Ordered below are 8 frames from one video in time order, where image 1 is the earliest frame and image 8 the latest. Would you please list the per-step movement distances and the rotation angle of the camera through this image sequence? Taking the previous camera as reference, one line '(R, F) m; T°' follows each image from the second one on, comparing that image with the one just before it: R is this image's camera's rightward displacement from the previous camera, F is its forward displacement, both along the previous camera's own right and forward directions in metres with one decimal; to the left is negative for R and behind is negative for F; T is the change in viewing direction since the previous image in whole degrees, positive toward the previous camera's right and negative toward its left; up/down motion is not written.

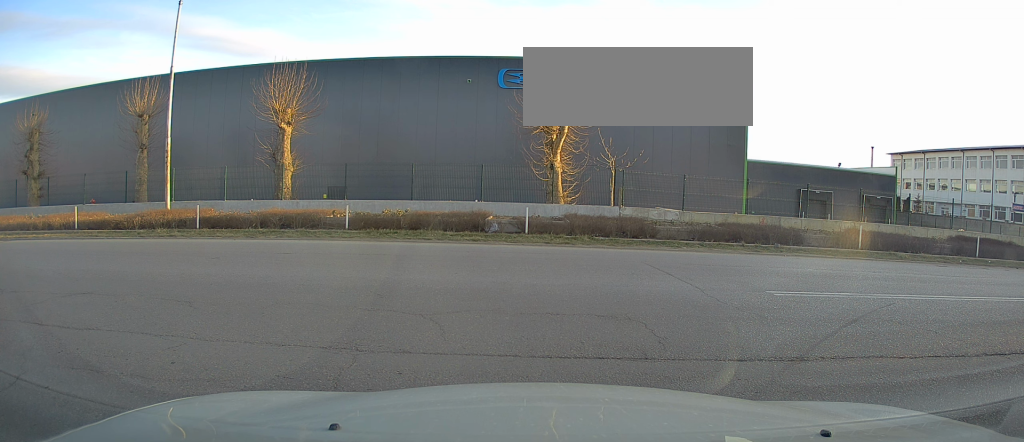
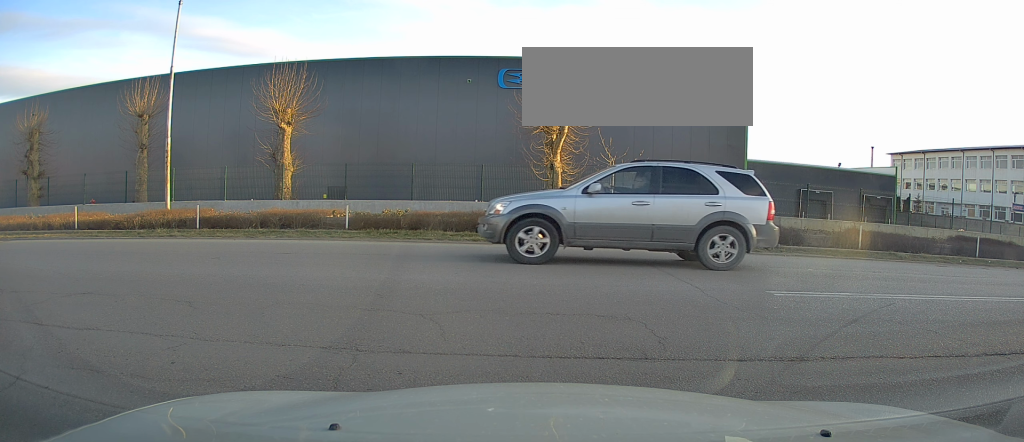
(0.0, 0.0) m; 0°
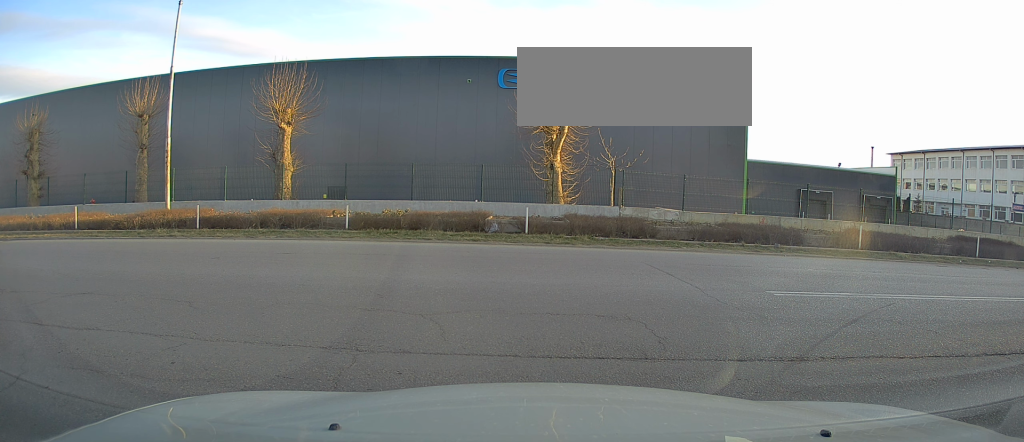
(0.0, 0.0) m; 0°
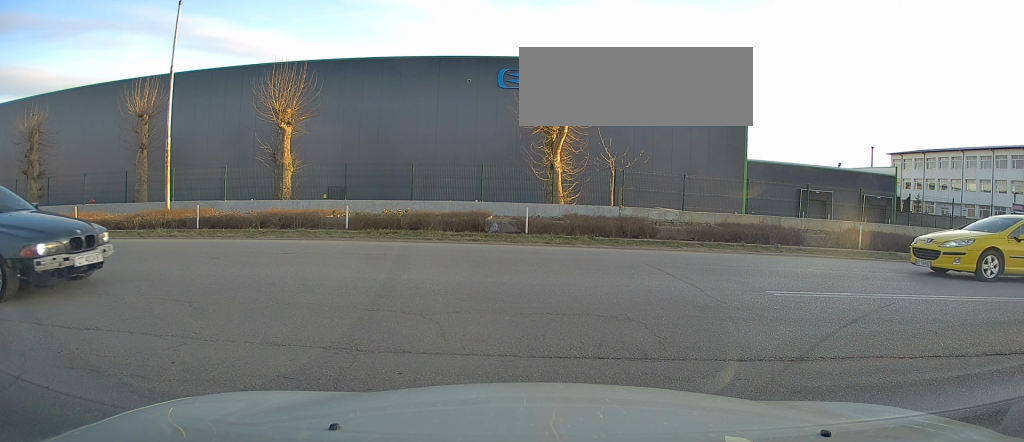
(0.0, 0.0) m; 0°
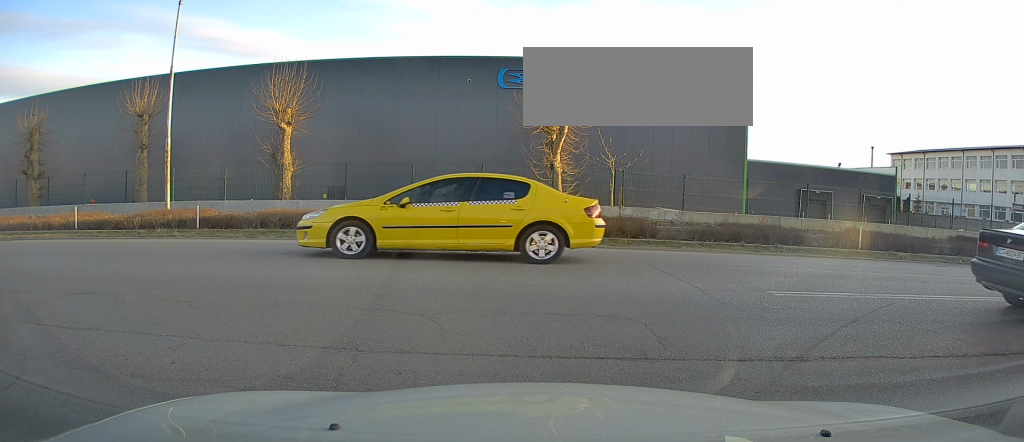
(0.0, 0.0) m; 0°
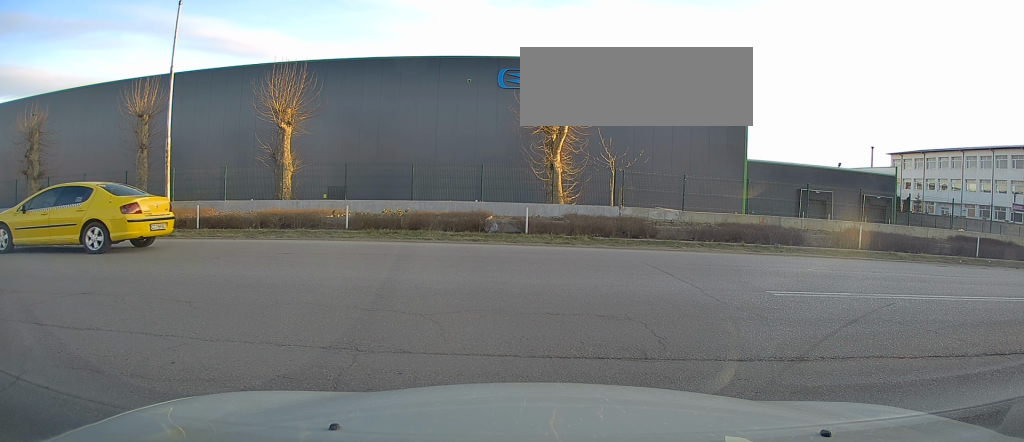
(0.0, 0.0) m; 0°
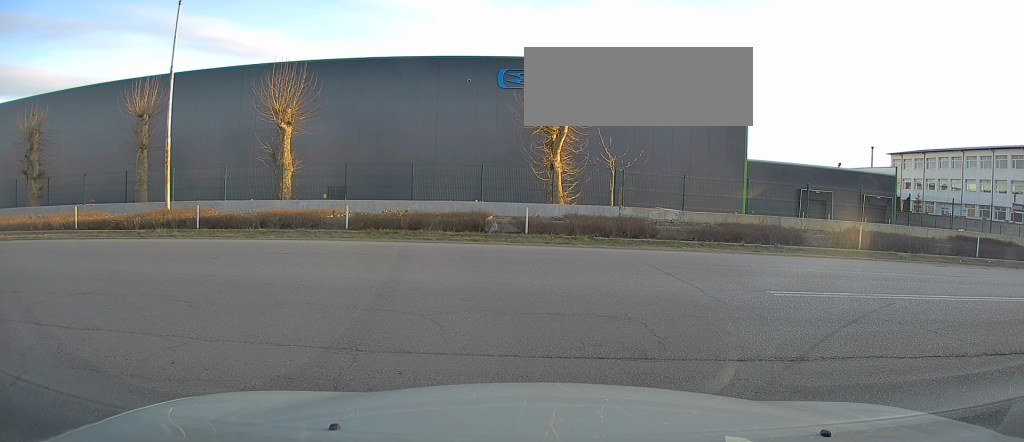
(0.0, 0.0) m; 0°
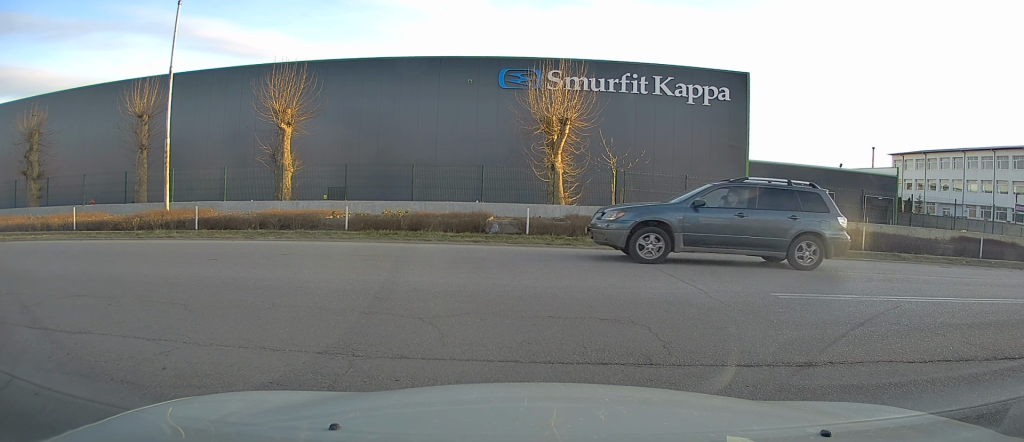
(0.0, 0.0) m; 0°
